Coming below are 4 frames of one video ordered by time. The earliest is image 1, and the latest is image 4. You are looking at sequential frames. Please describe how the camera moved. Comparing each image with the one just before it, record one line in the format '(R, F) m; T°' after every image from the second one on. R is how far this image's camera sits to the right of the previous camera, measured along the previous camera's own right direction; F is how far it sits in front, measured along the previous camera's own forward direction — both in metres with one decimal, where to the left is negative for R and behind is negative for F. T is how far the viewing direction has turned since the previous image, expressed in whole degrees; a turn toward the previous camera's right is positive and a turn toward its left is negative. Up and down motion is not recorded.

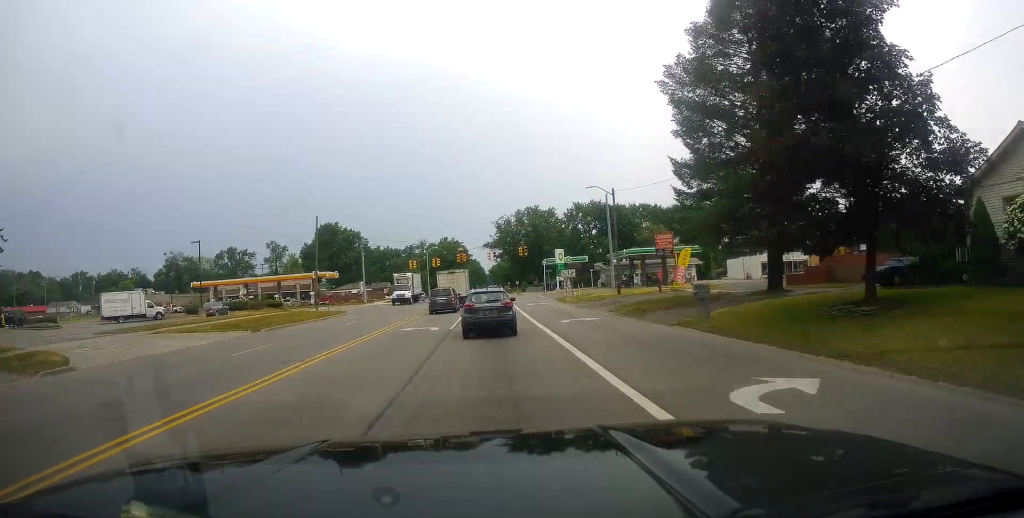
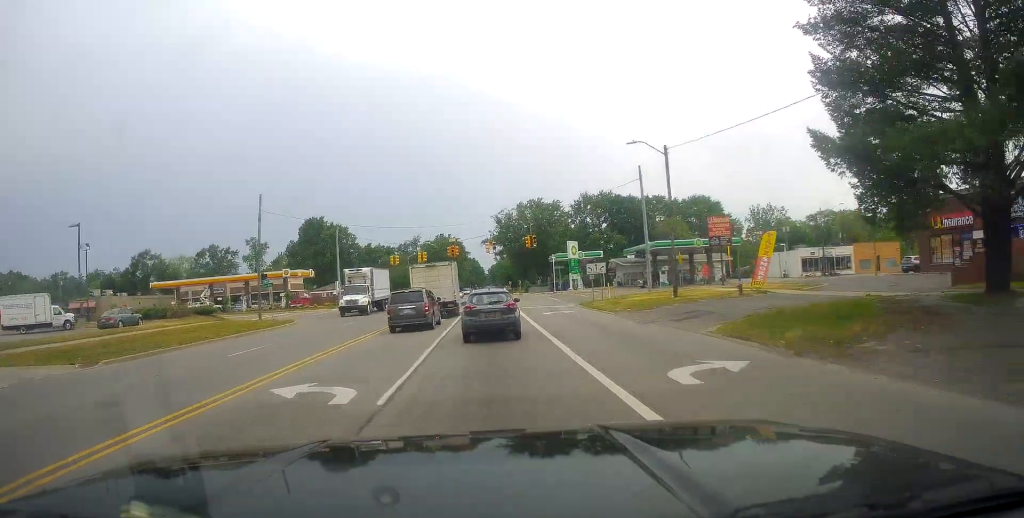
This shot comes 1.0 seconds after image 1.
(-0.1, +15.6) m; -1°
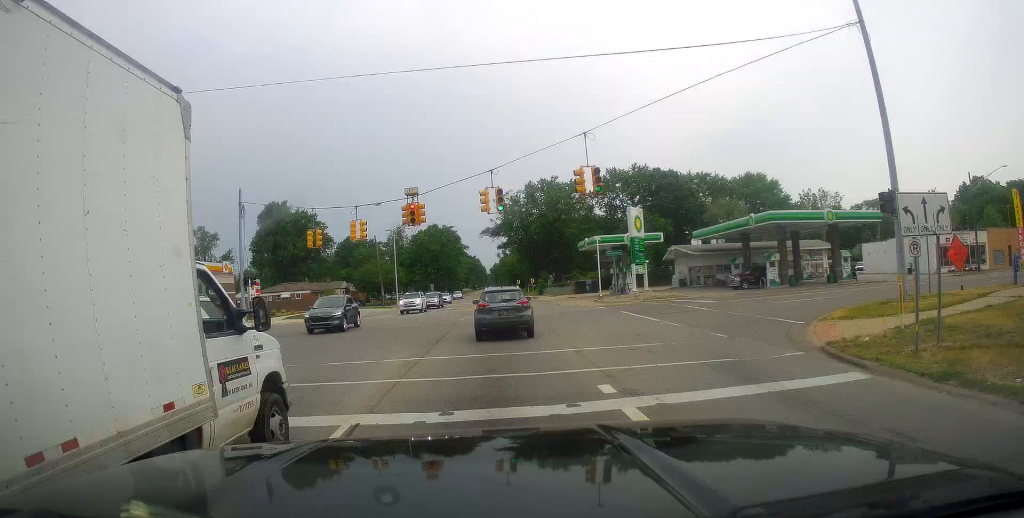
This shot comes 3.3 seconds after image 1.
(+0.3, +33.2) m; 0°
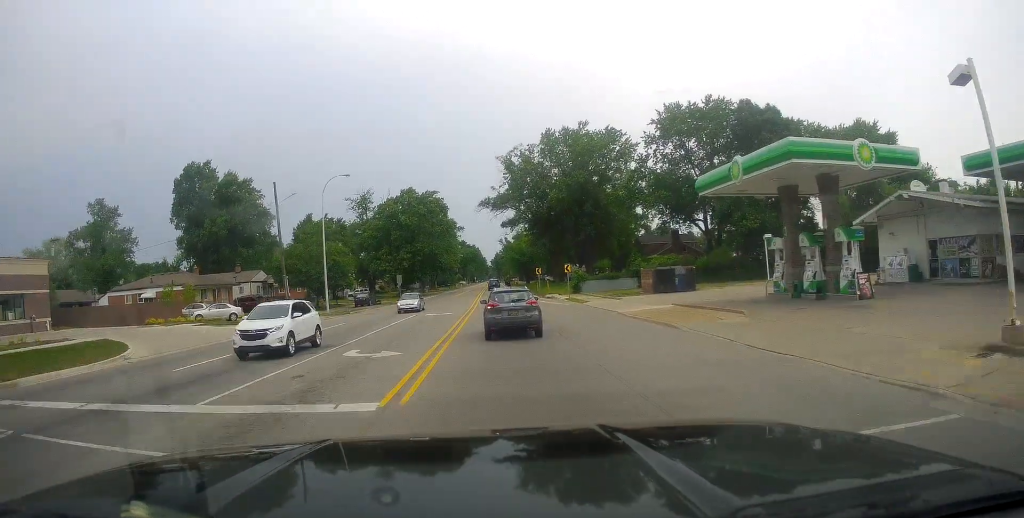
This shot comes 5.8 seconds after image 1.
(-0.5, +40.3) m; 0°
